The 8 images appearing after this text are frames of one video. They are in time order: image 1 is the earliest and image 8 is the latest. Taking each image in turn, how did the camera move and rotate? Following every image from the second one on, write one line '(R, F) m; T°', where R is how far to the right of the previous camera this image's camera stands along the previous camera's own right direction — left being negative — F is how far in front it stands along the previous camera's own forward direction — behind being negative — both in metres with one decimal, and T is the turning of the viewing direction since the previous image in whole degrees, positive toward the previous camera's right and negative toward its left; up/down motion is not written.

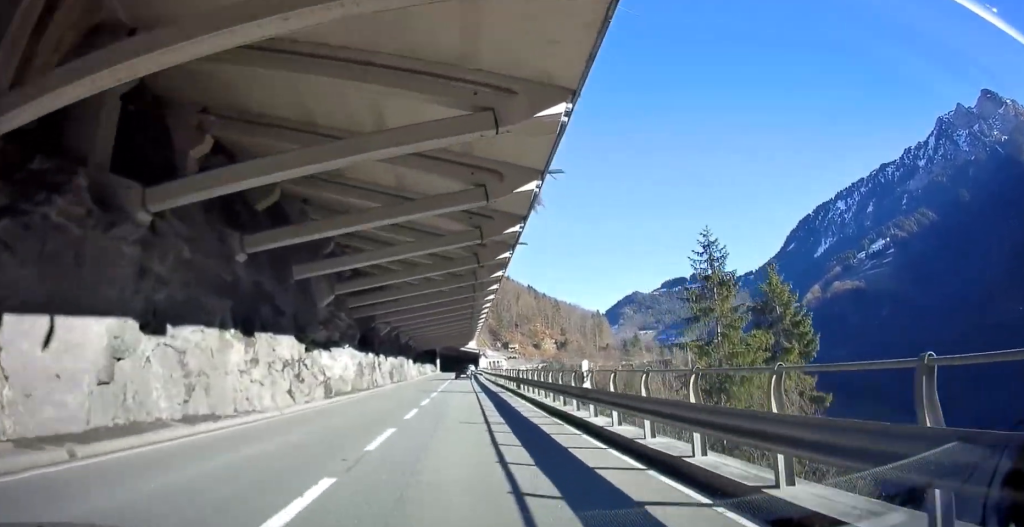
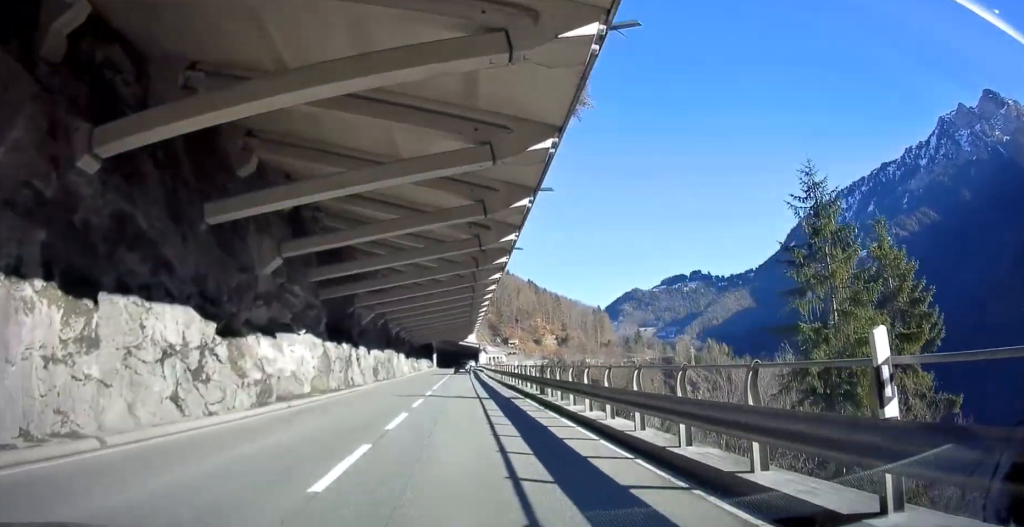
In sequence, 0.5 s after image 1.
(+0.1, +9.1) m; 0°
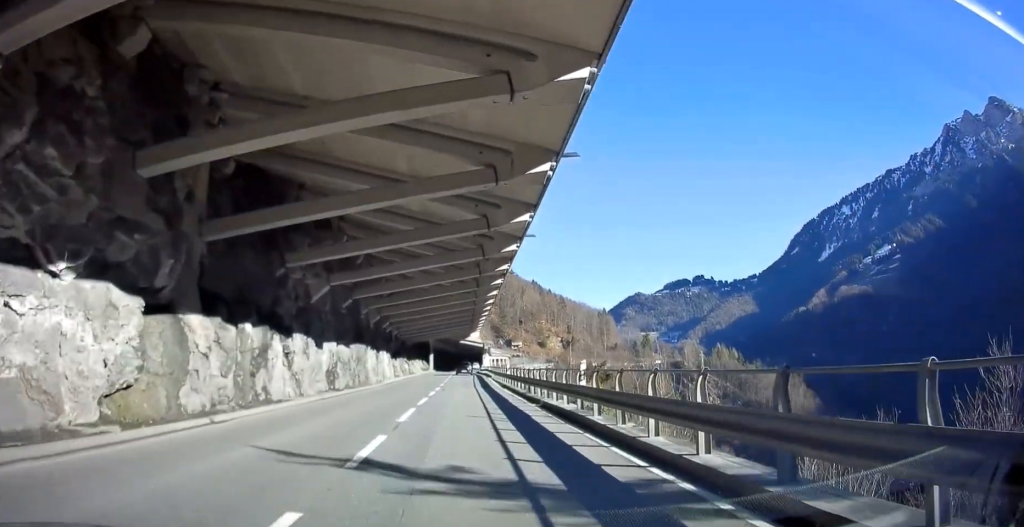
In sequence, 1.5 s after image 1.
(-0.2, +16.4) m; 0°
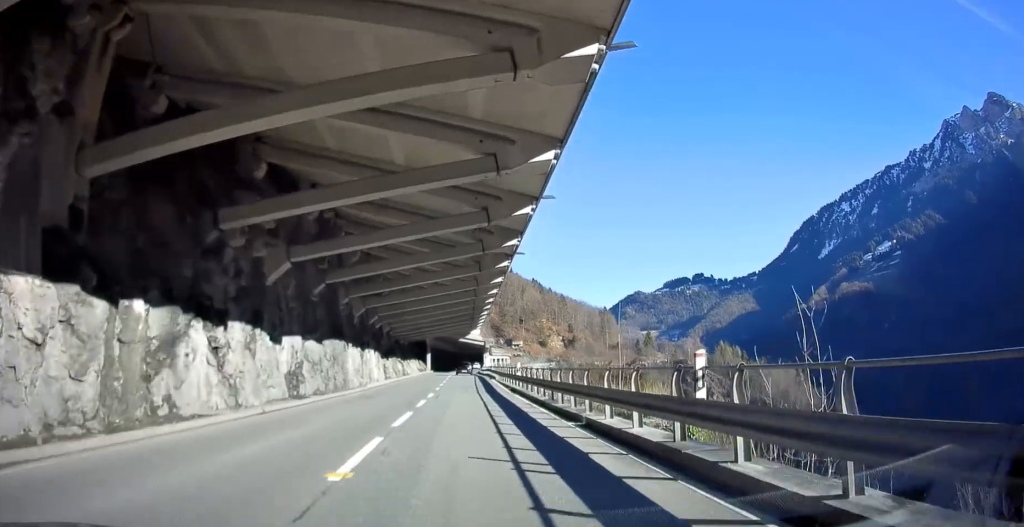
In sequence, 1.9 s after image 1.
(0.0, +7.3) m; 0°
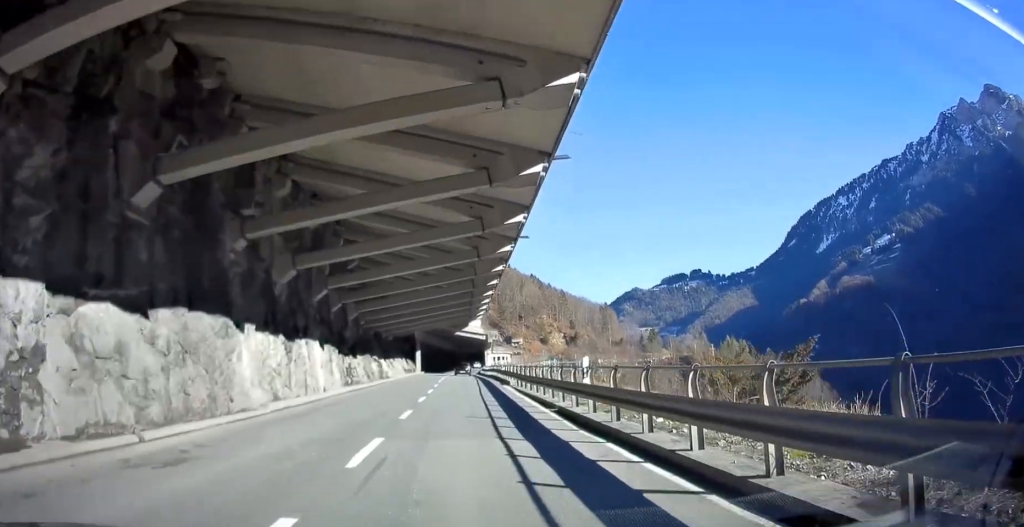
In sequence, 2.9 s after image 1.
(+0.1, +16.8) m; +1°
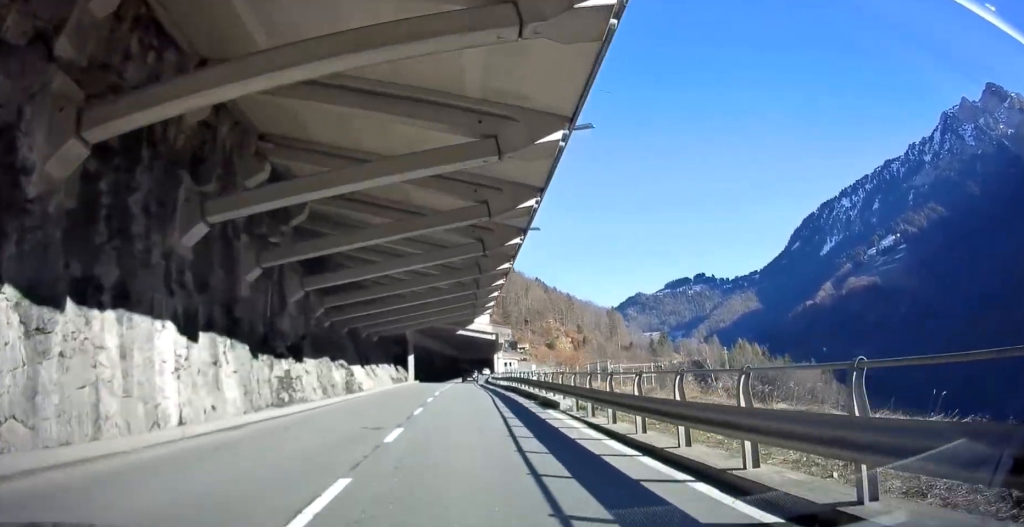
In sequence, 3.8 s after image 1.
(0.0, +15.0) m; +1°
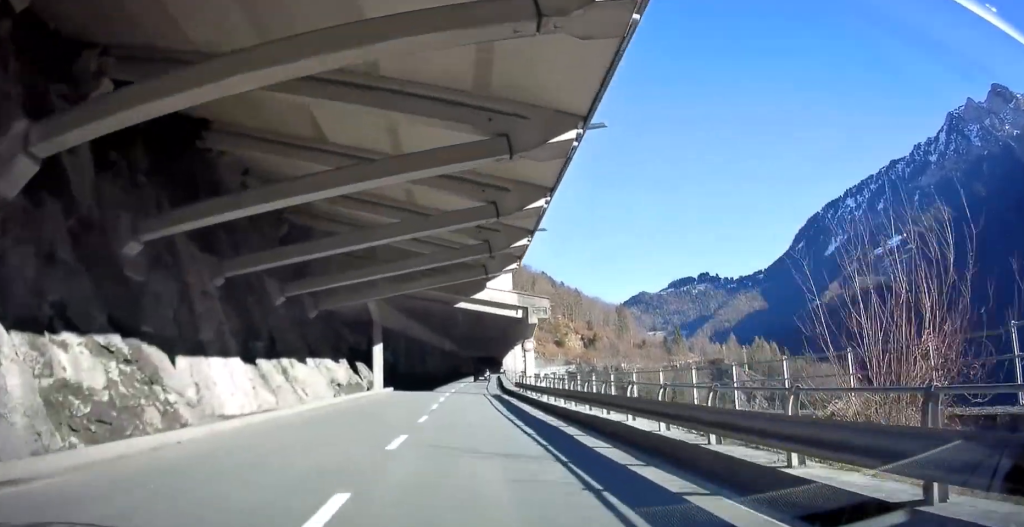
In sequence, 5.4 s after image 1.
(+0.2, +24.9) m; -1°
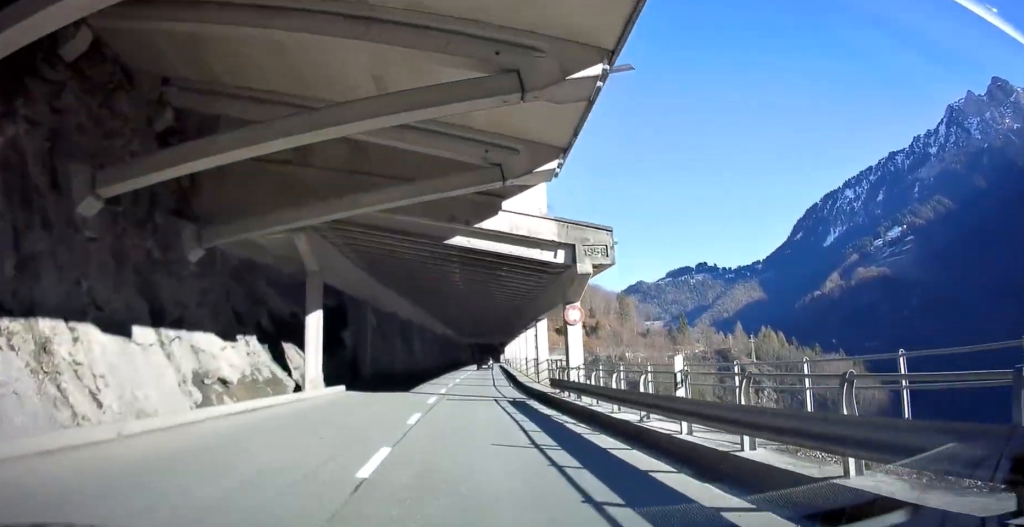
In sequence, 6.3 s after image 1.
(-0.3, +15.0) m; -4°
